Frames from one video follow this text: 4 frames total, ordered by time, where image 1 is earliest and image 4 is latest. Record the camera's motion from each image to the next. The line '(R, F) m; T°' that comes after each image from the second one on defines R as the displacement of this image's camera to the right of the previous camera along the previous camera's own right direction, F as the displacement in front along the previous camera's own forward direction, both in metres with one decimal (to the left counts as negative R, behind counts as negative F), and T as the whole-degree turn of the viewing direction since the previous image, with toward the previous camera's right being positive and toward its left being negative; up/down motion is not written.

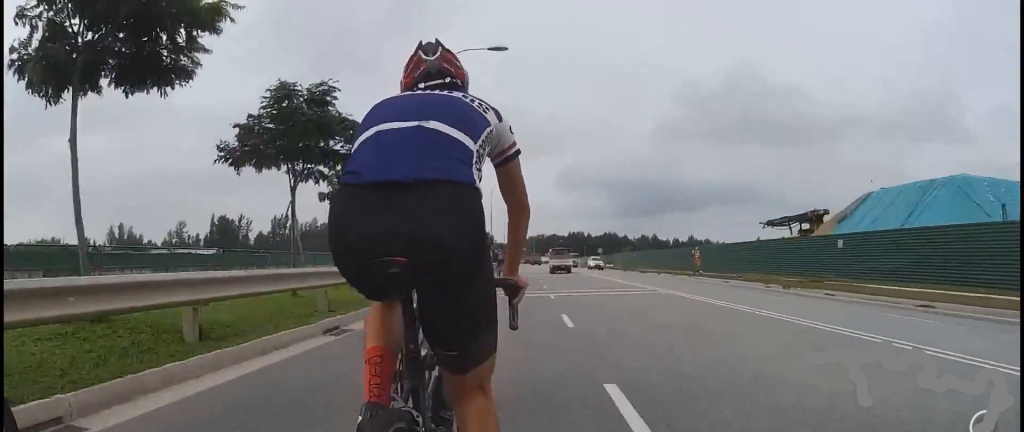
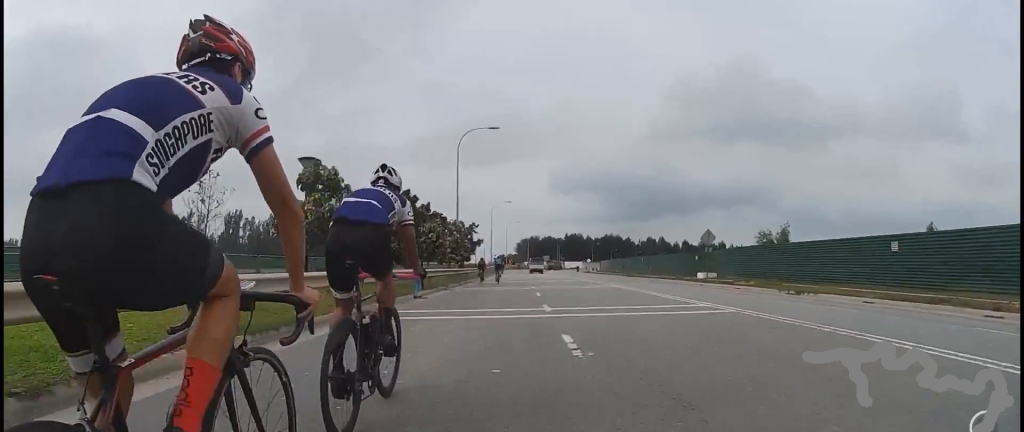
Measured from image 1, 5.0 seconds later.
(-1.5, +62.4) m; -3°
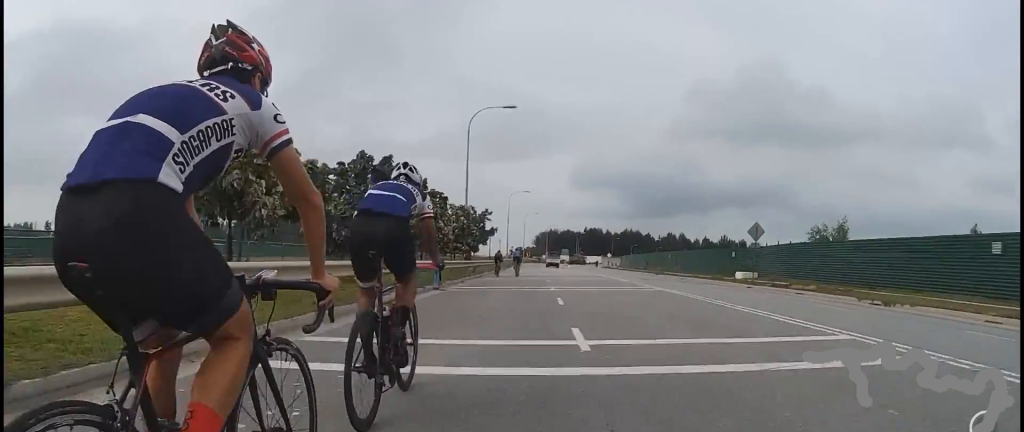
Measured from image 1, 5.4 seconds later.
(-0.1, +5.4) m; 0°
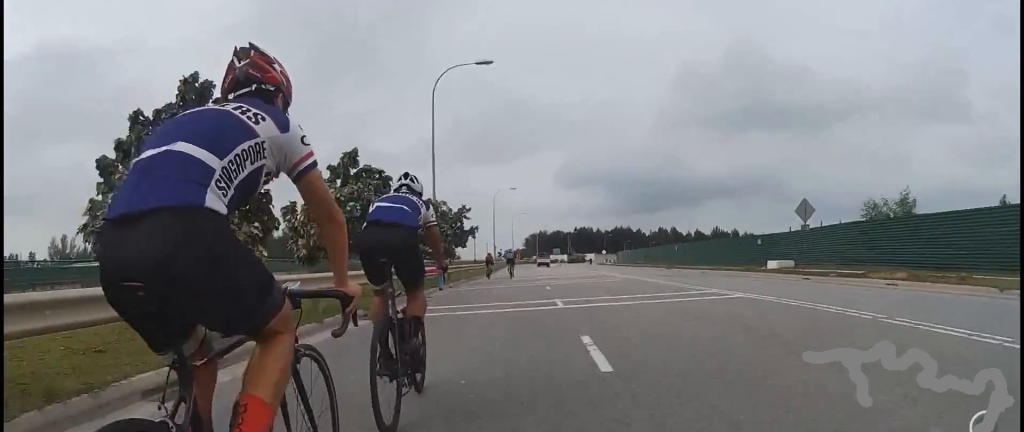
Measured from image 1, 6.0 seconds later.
(-0.9, +7.5) m; +2°
